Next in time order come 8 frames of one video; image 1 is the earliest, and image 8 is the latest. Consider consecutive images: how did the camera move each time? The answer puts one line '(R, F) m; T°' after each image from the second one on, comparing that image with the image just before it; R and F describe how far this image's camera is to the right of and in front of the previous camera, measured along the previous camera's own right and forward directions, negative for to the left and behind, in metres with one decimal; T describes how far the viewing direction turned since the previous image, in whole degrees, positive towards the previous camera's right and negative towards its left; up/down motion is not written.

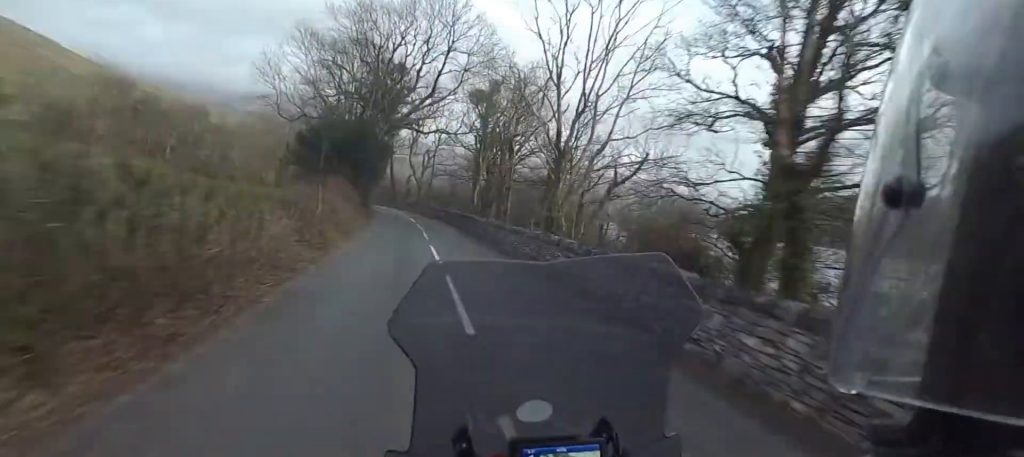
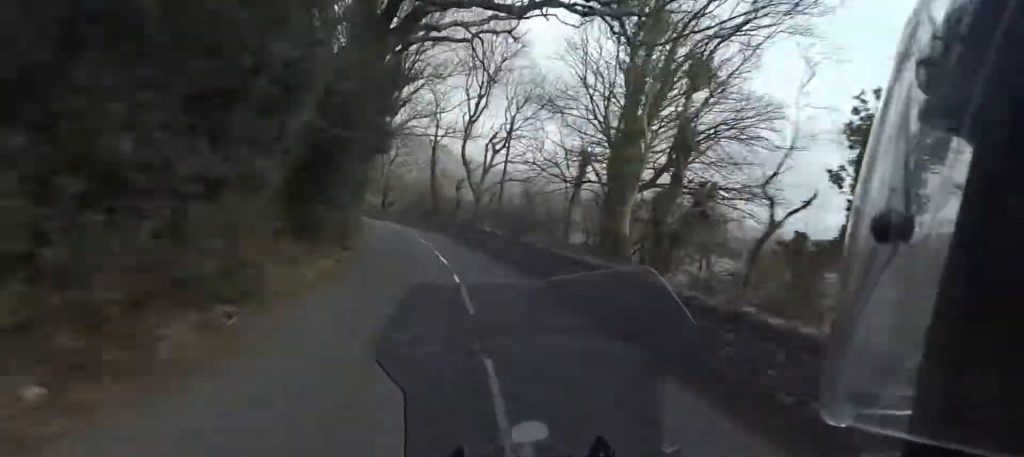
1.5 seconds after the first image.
(-1.7, +31.2) m; -5°
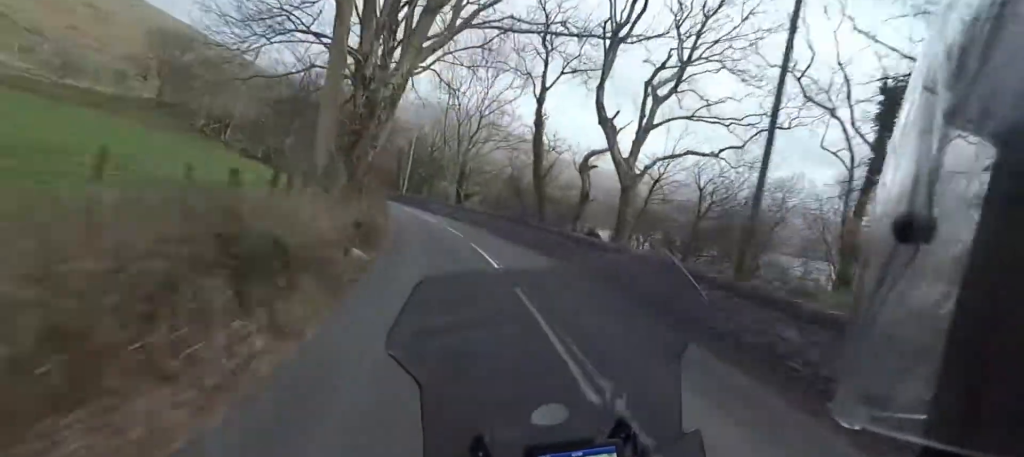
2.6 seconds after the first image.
(-0.3, +22.9) m; -4°
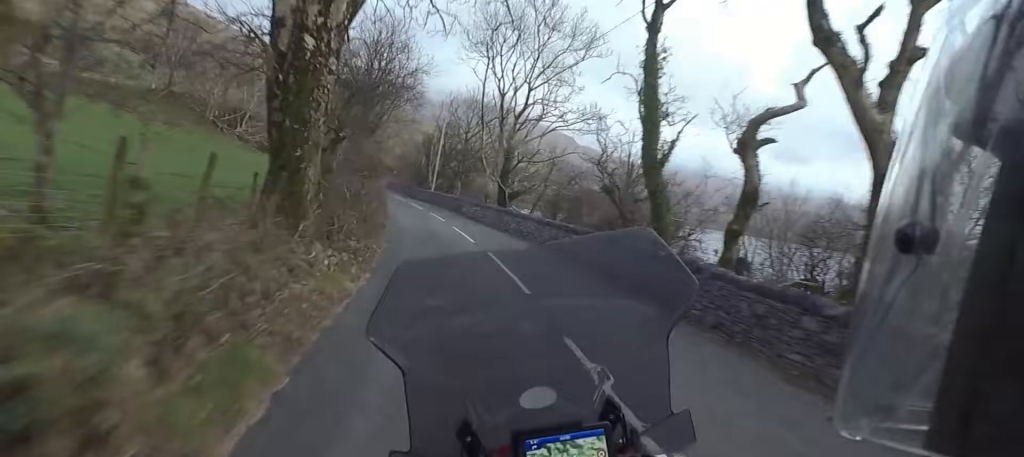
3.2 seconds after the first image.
(0.0, +13.4) m; -4°
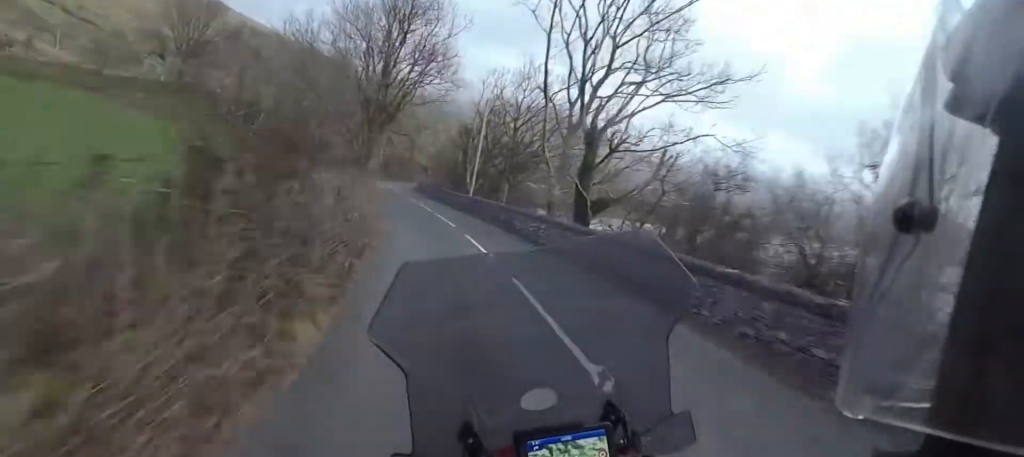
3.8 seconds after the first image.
(-1.4, +13.0) m; -5°
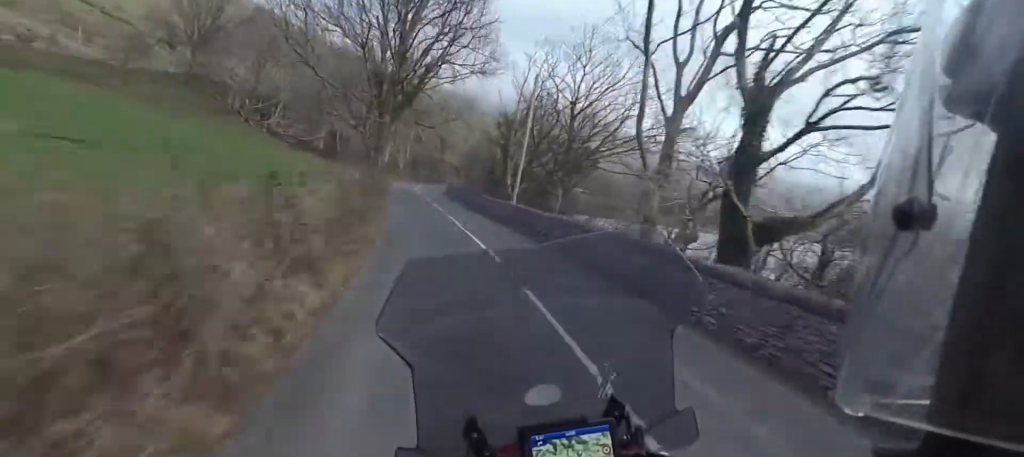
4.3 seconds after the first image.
(-0.2, +9.9) m; -2°
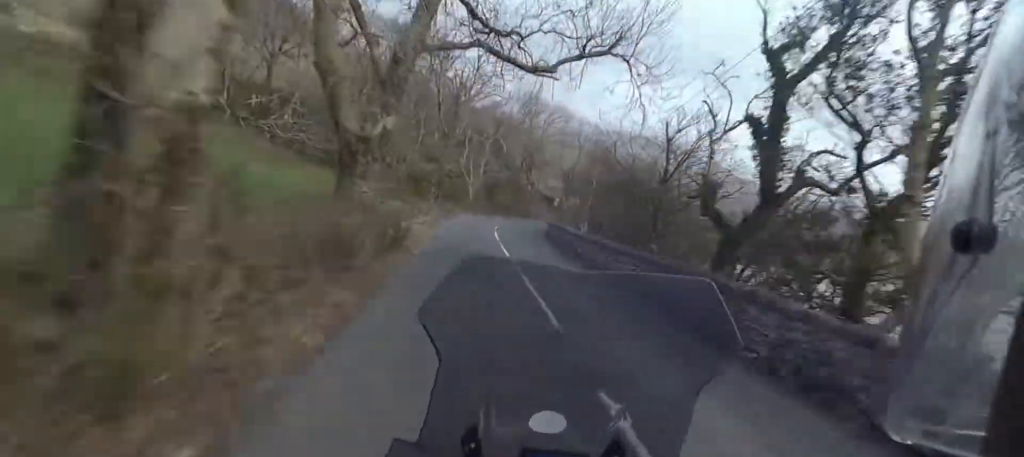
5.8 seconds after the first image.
(-0.8, +29.1) m; -3°
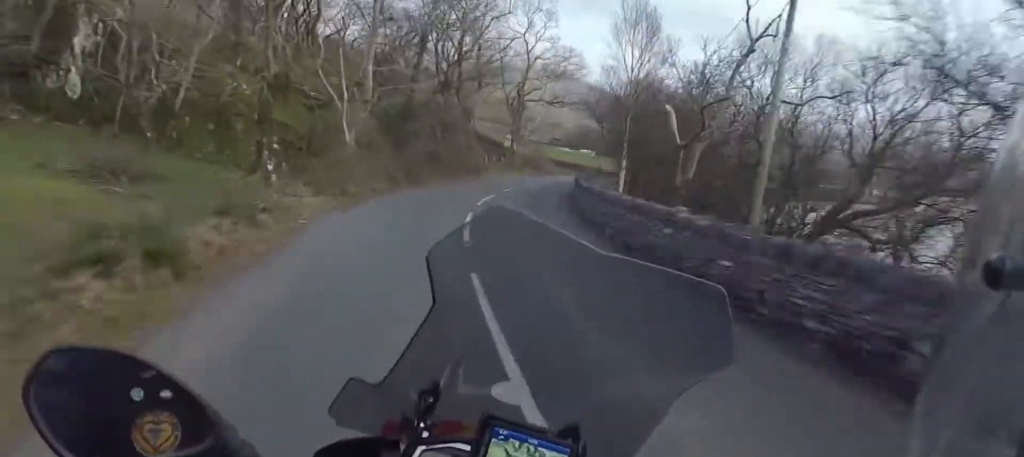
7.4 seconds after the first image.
(-0.4, +31.8) m; +1°
